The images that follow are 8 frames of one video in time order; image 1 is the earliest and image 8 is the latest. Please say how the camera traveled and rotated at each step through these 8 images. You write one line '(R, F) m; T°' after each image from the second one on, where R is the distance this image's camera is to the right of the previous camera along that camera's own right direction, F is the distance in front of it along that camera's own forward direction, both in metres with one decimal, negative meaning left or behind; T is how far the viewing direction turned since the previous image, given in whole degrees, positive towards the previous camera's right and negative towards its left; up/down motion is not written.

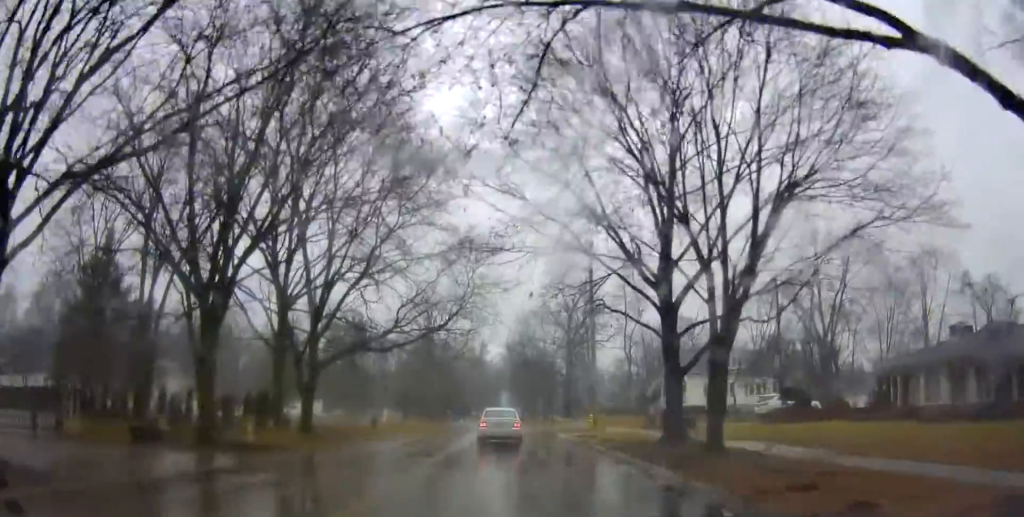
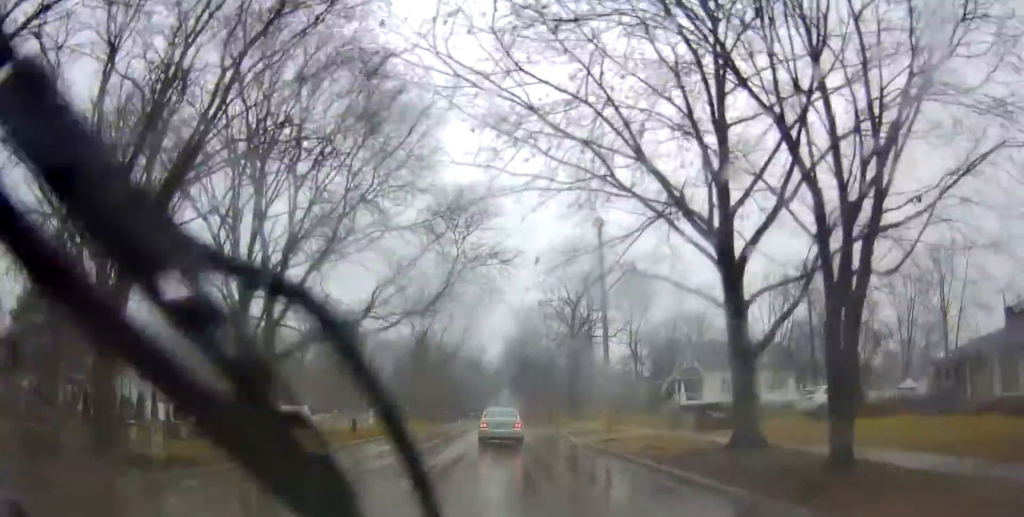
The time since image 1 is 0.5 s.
(+0.2, +5.8) m; +2°
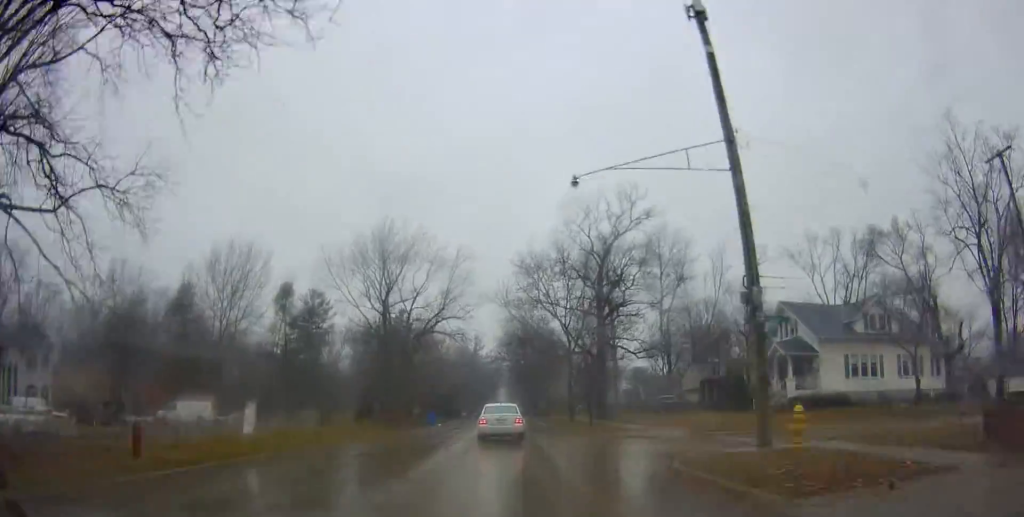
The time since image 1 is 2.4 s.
(-0.5, +23.3) m; -1°
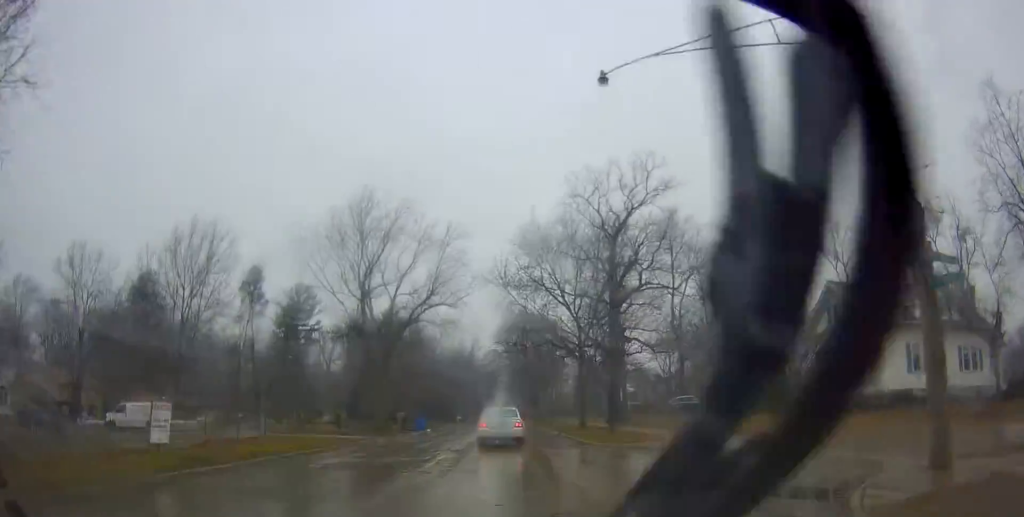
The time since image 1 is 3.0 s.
(+0.1, +7.1) m; -1°
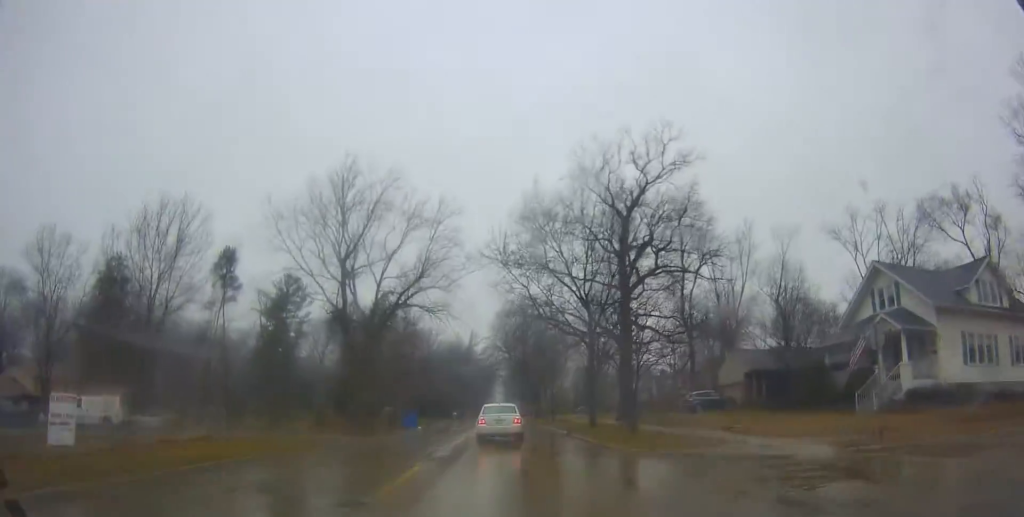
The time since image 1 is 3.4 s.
(+0.3, +5.1) m; -1°
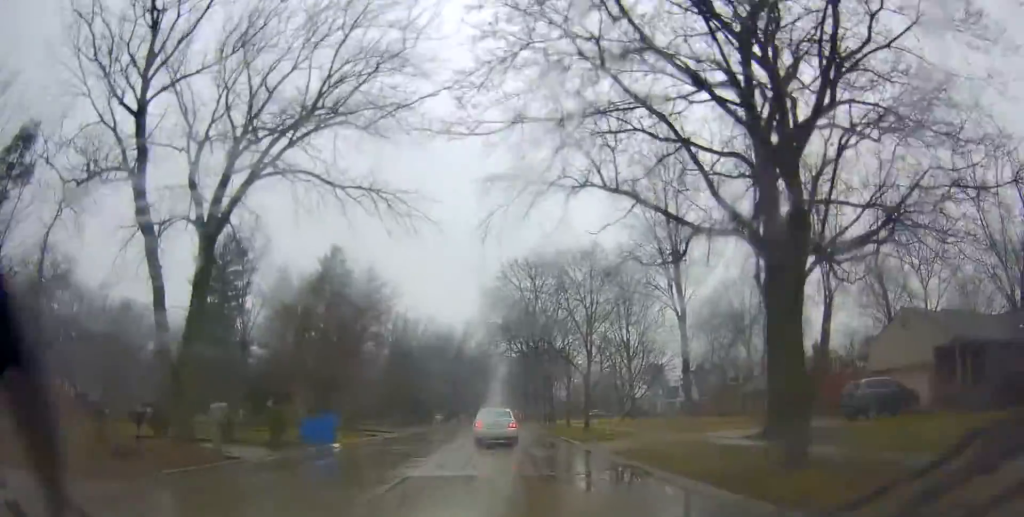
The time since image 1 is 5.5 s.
(0.0, +24.3) m; +4°
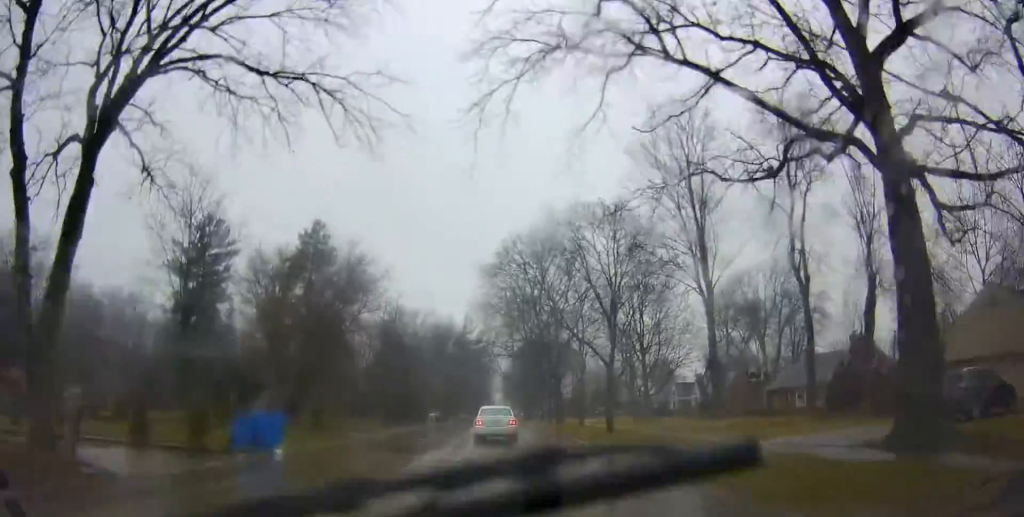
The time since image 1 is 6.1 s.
(0.0, +6.8) m; -2°
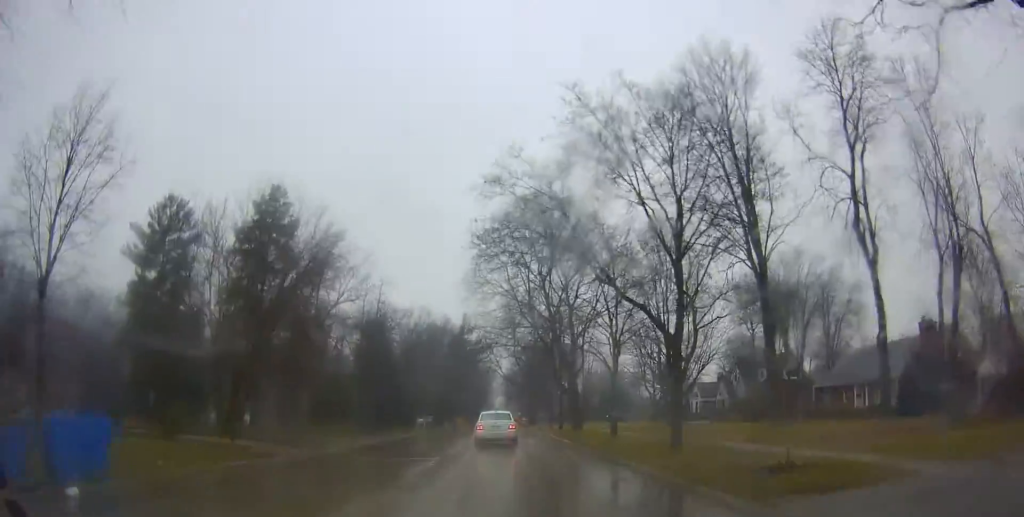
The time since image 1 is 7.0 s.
(-0.4, +9.9) m; -2°
